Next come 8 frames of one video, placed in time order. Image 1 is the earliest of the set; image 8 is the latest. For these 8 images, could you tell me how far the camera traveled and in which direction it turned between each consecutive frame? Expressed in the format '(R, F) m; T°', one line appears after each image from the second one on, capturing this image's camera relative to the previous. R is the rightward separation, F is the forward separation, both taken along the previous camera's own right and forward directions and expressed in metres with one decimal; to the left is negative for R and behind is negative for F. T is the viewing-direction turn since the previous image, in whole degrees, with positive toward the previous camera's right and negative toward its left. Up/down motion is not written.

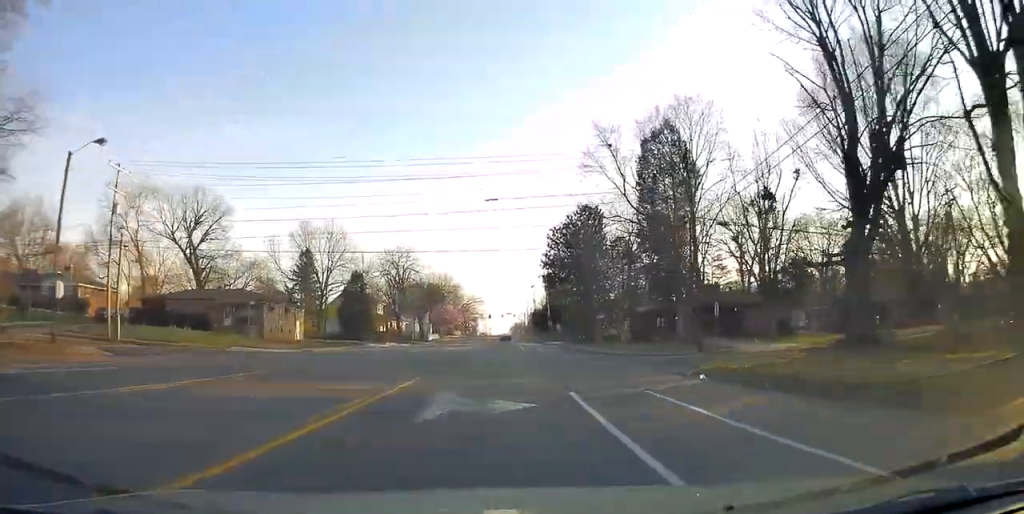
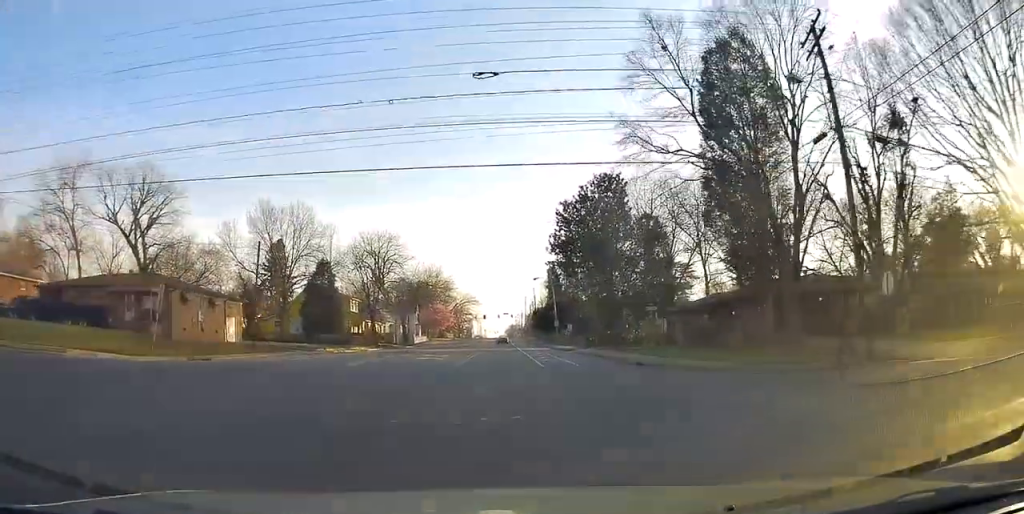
(0.0, +16.4) m; +1°
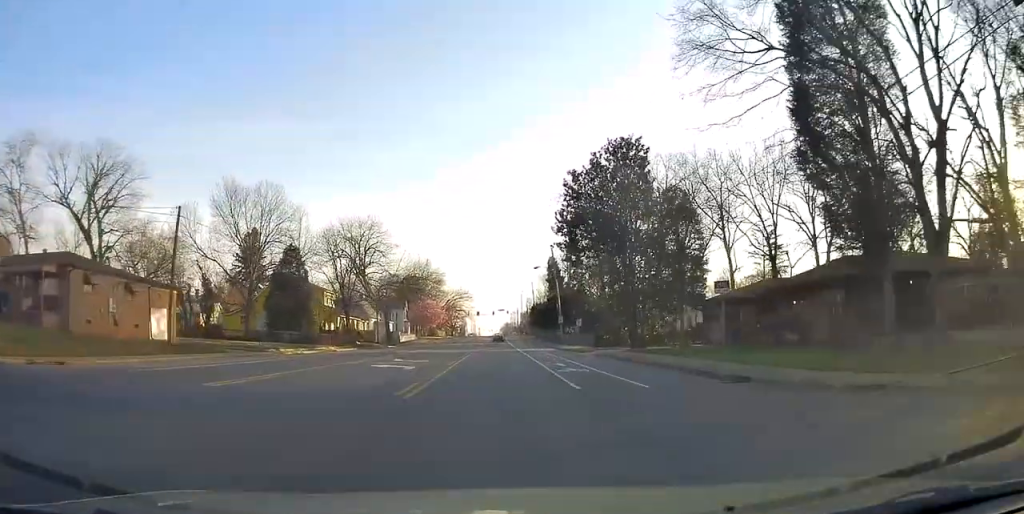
(+0.2, +10.9) m; 0°
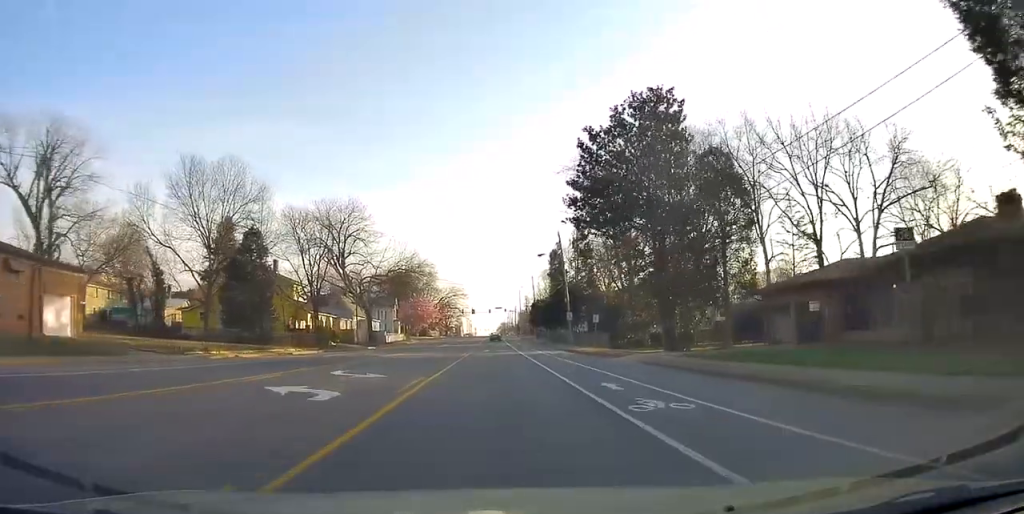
(-0.1, +10.6) m; 0°
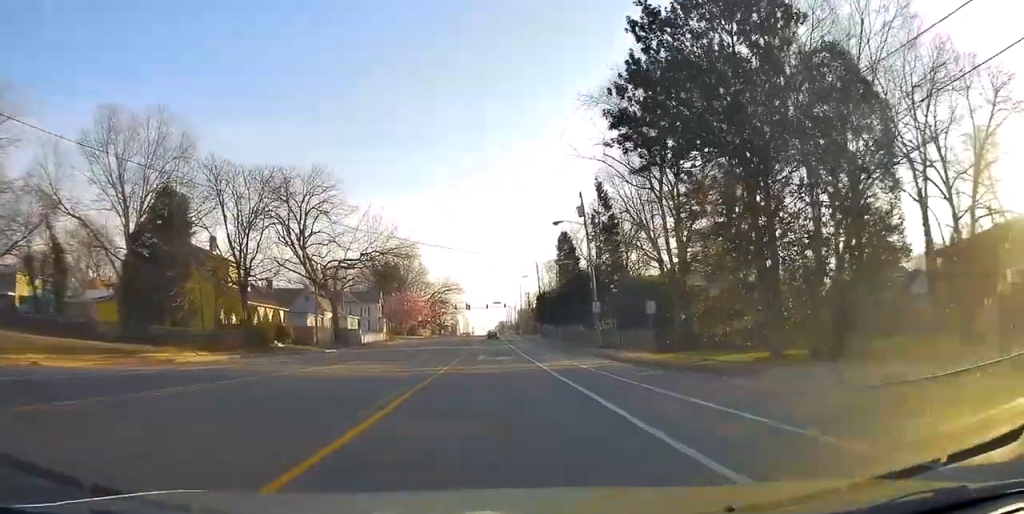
(-0.2, +16.2) m; -1°
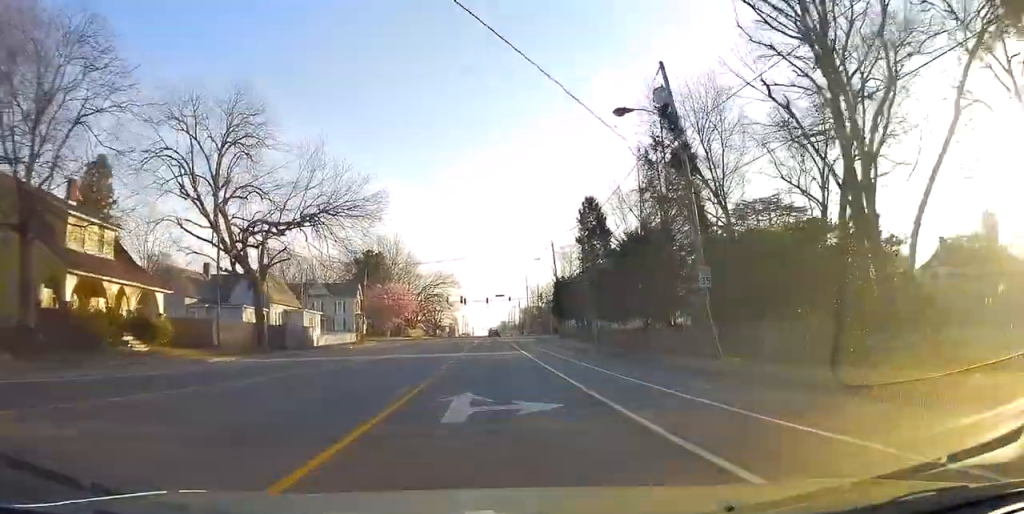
(-0.2, +21.7) m; 0°
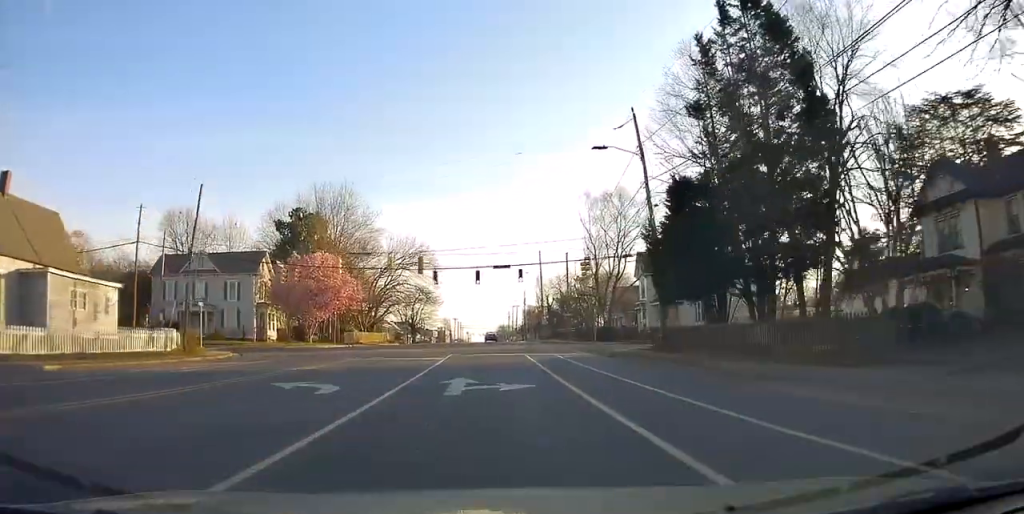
(+1.2, +42.0) m; +2°
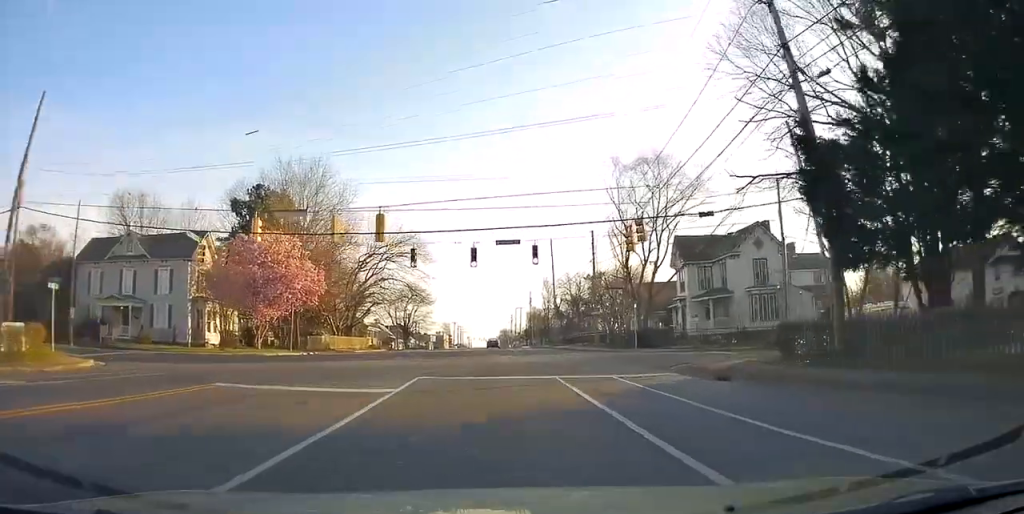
(-0.2, +13.9) m; 0°
